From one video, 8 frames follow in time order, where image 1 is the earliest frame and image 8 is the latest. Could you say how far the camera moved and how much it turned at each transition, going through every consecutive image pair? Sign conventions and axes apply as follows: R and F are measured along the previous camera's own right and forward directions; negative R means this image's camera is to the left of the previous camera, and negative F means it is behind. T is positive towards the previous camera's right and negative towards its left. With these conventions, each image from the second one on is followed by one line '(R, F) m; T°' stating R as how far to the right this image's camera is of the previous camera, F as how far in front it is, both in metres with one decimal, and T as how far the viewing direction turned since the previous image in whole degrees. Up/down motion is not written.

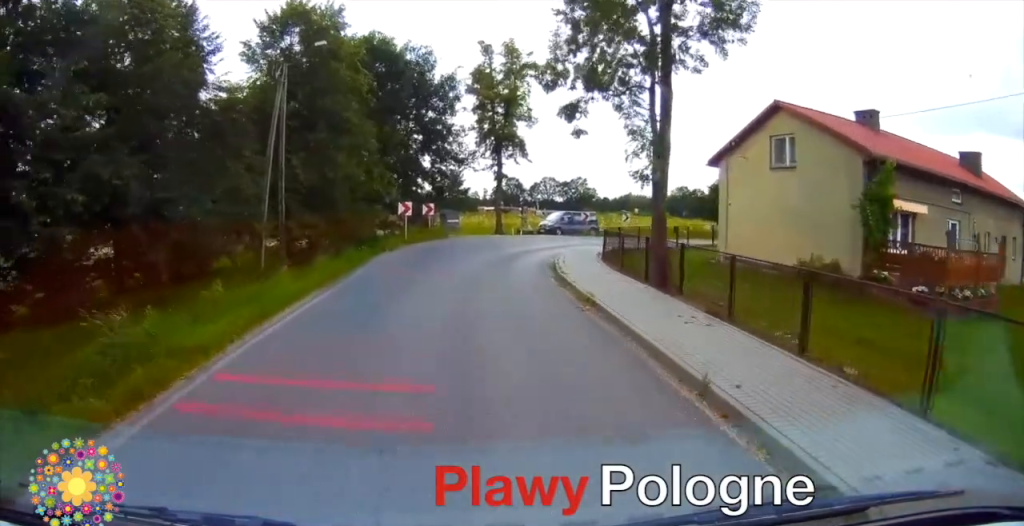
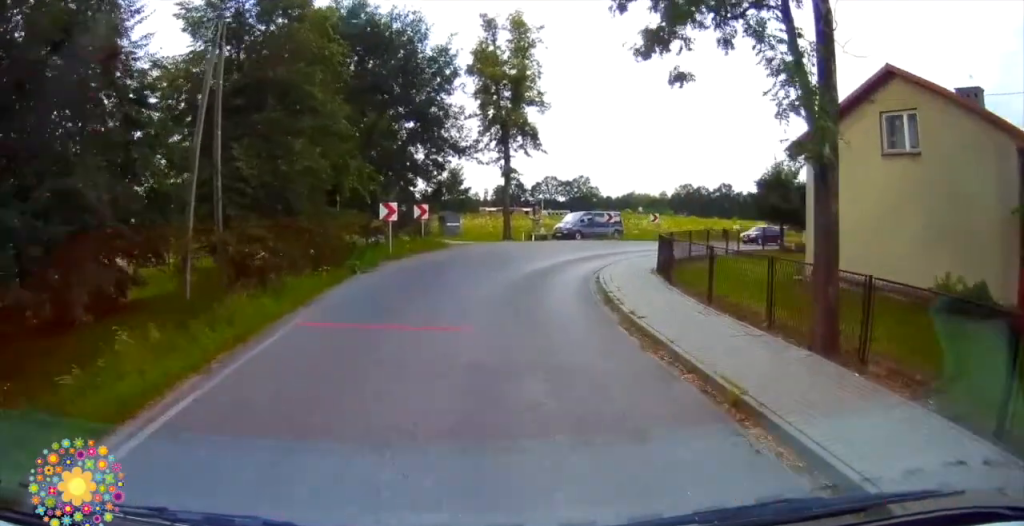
(0.0, +7.3) m; -2°
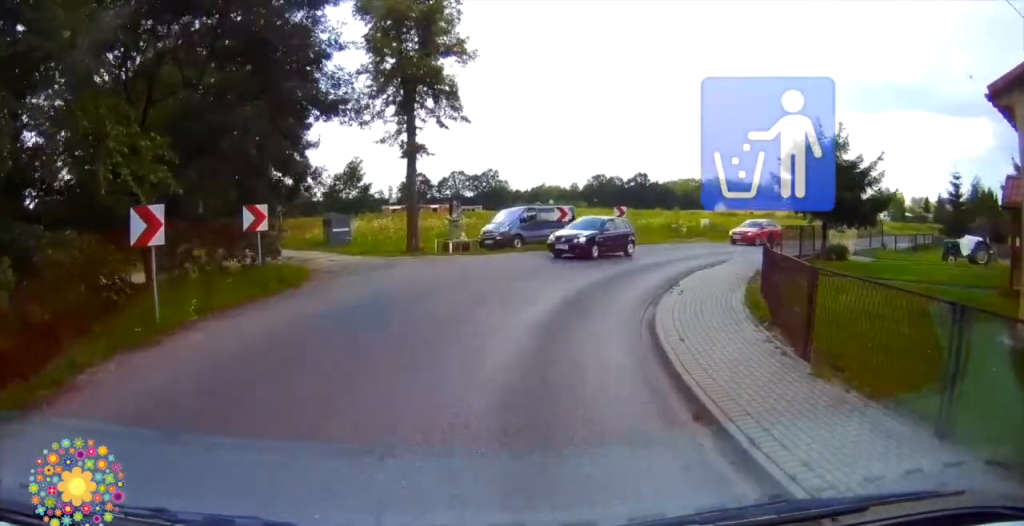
(-0.1, +12.4) m; +5°
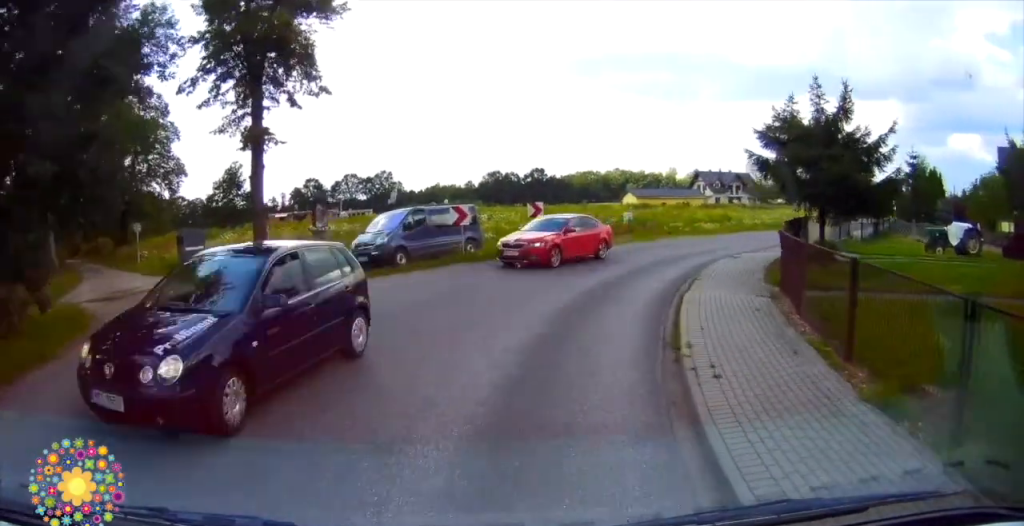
(+1.0, +7.9) m; +9°
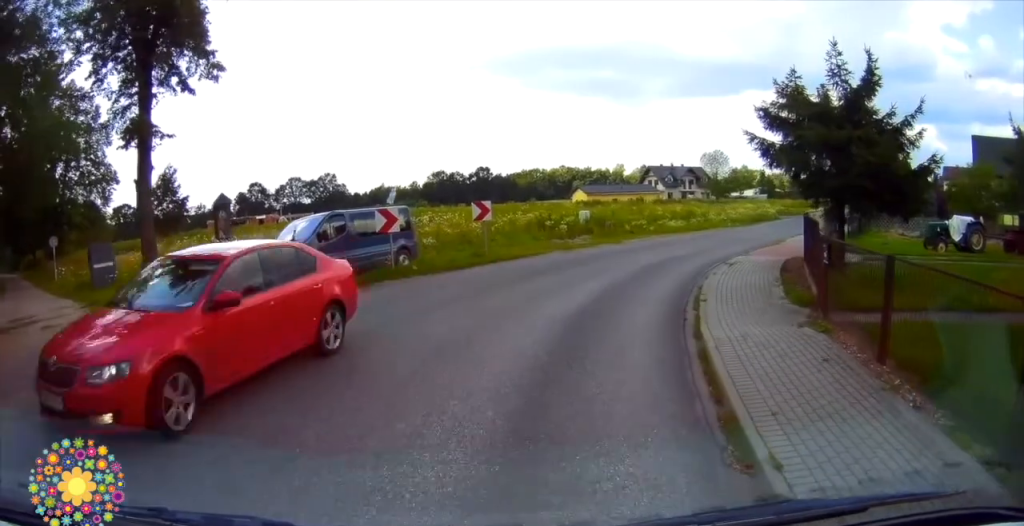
(+0.1, +5.7) m; -2°
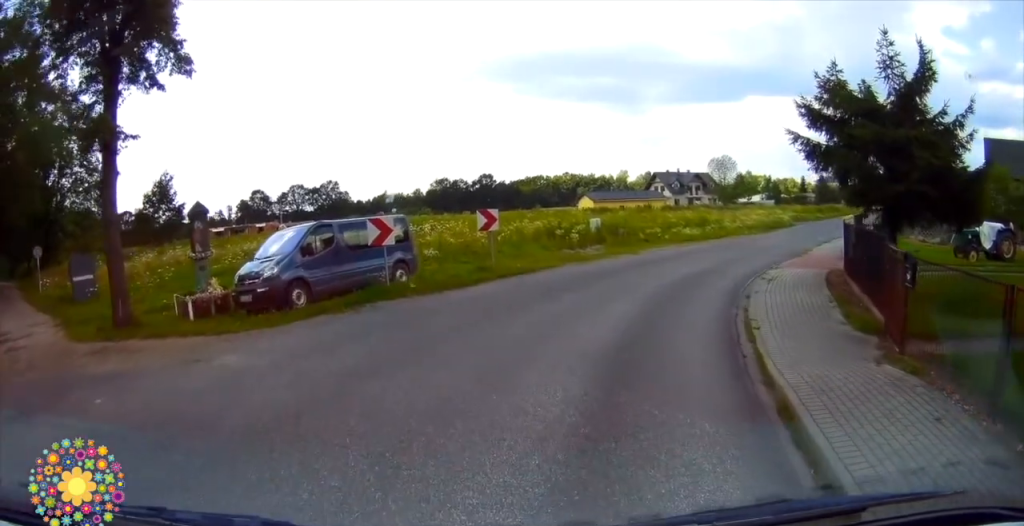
(-0.1, +3.2) m; -4°
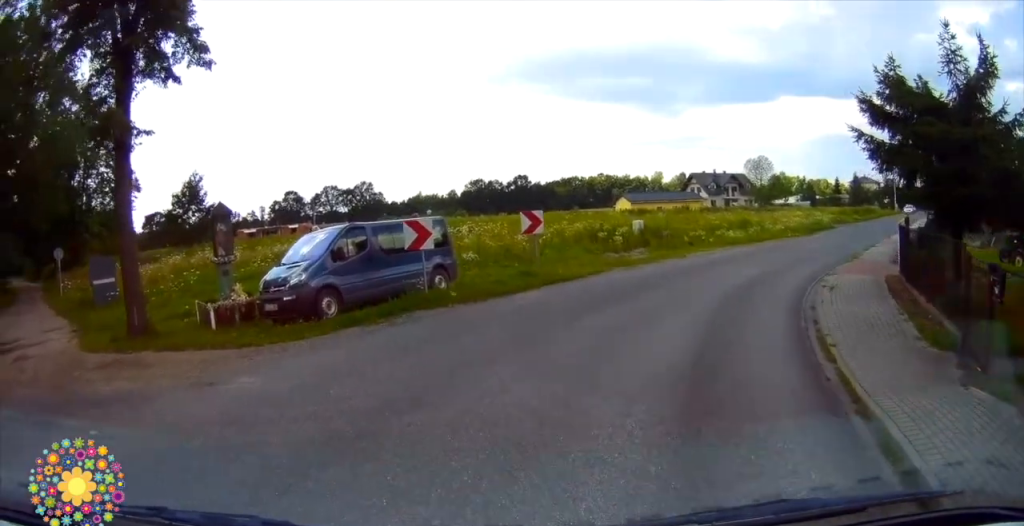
(0.0, +1.4) m; -2°
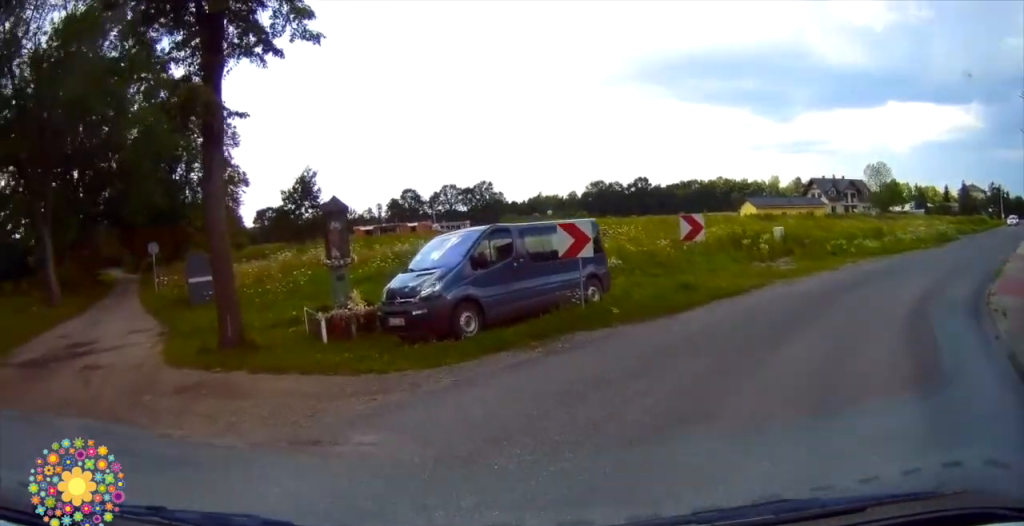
(-0.1, +2.0) m; -10°
